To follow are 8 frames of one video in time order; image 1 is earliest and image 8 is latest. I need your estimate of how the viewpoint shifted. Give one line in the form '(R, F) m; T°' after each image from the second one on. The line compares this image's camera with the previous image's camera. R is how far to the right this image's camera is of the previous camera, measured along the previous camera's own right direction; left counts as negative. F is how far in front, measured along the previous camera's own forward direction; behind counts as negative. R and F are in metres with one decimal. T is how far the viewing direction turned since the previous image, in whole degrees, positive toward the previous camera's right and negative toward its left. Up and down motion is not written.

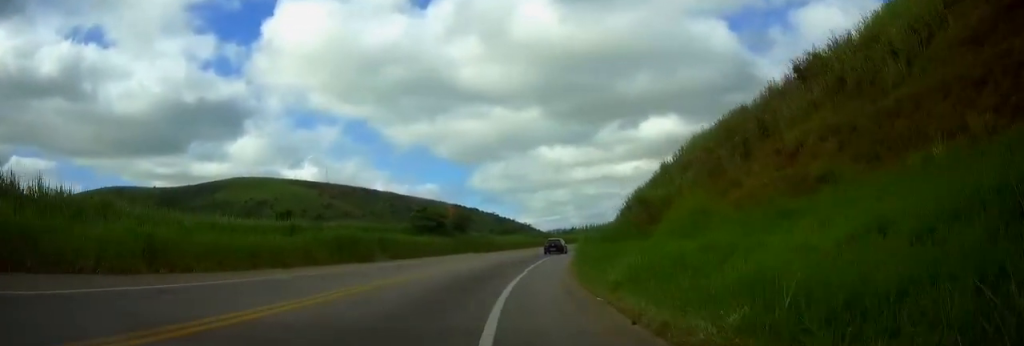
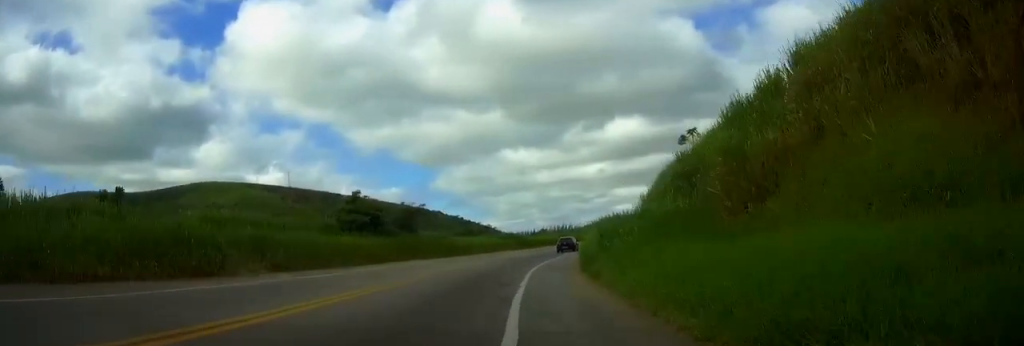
(+0.6, +18.9) m; +3°
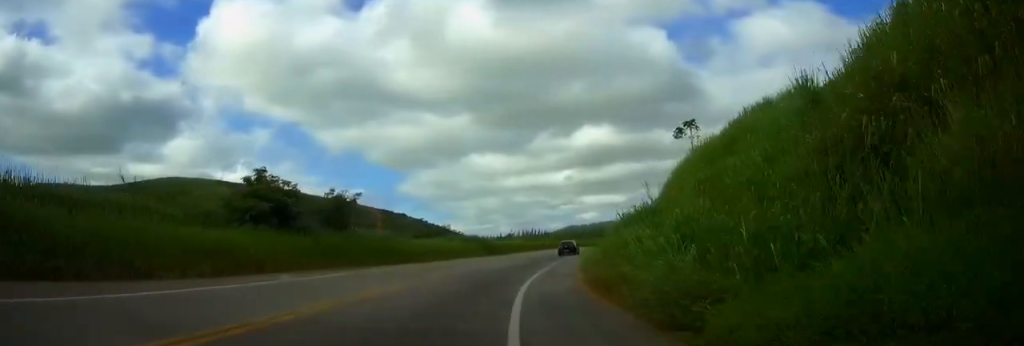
(0.0, +15.2) m; +3°
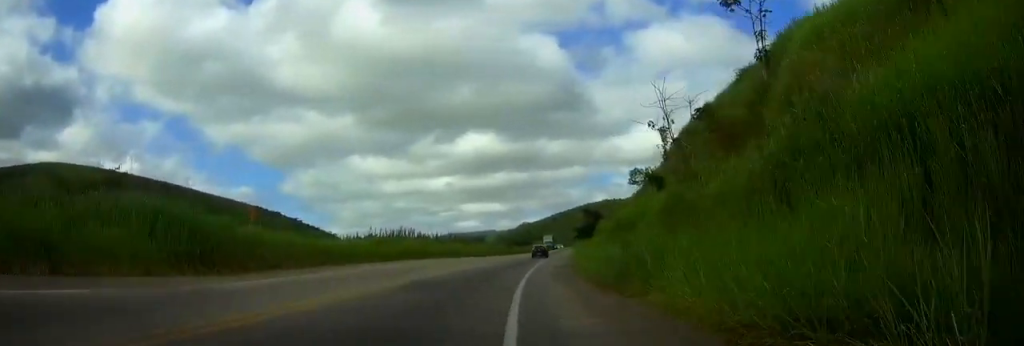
(+4.9, +52.5) m; +9°
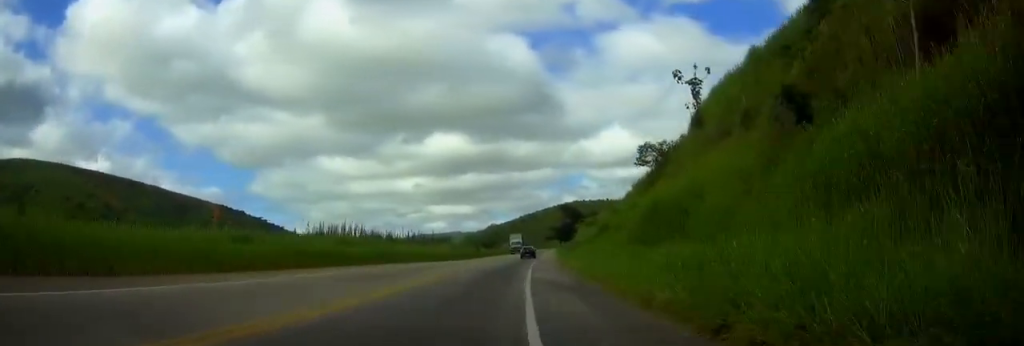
(+0.6, +22.0) m; +2°
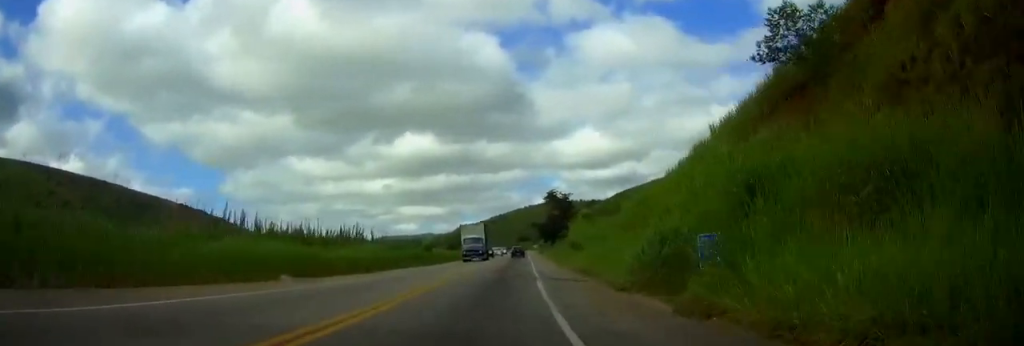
(+0.8, +37.6) m; +2°
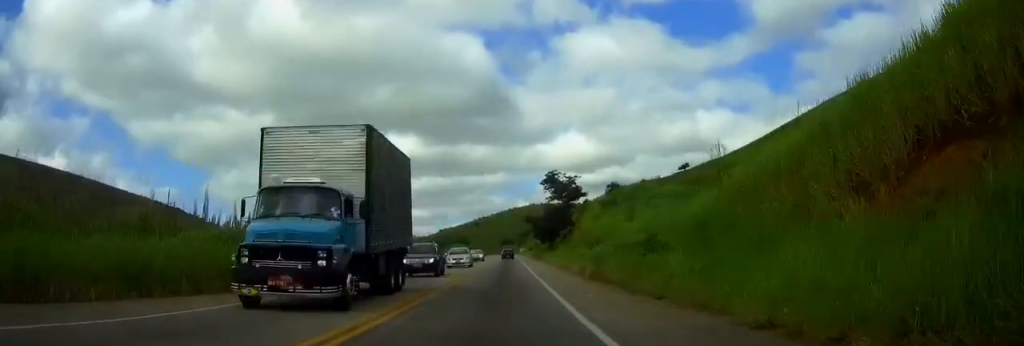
(+0.3, +32.0) m; +1°
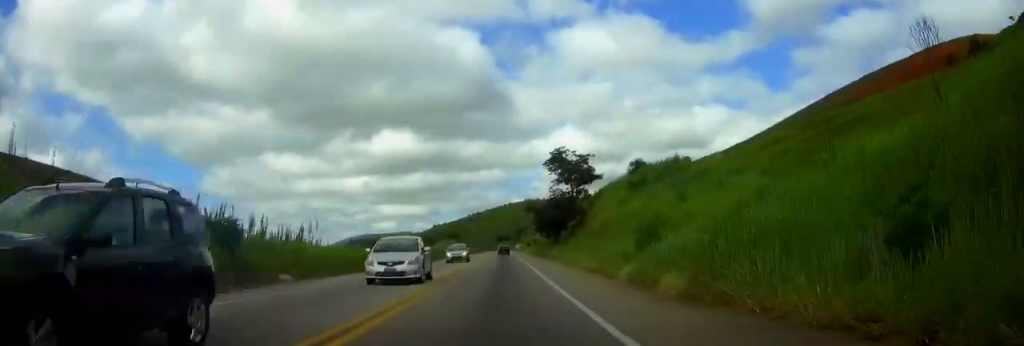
(+0.1, +15.9) m; +1°
